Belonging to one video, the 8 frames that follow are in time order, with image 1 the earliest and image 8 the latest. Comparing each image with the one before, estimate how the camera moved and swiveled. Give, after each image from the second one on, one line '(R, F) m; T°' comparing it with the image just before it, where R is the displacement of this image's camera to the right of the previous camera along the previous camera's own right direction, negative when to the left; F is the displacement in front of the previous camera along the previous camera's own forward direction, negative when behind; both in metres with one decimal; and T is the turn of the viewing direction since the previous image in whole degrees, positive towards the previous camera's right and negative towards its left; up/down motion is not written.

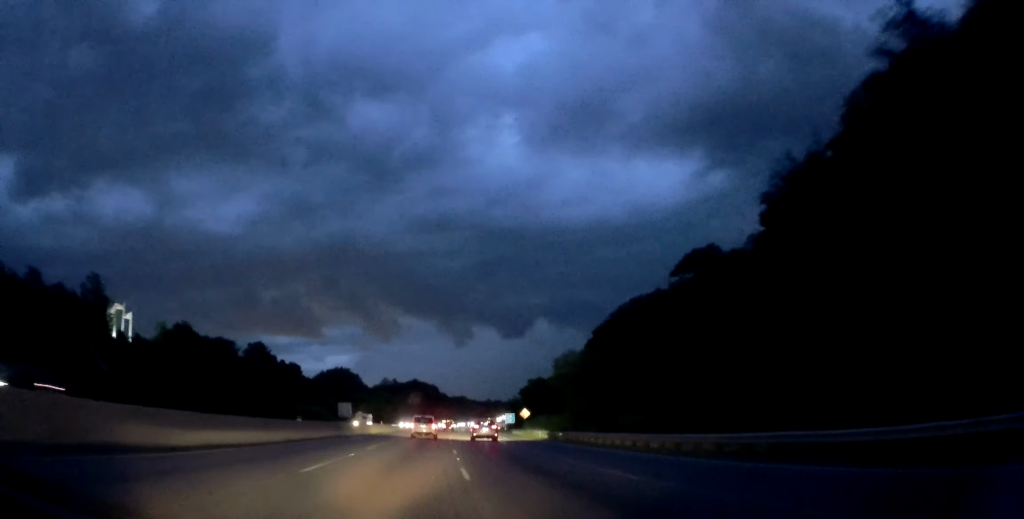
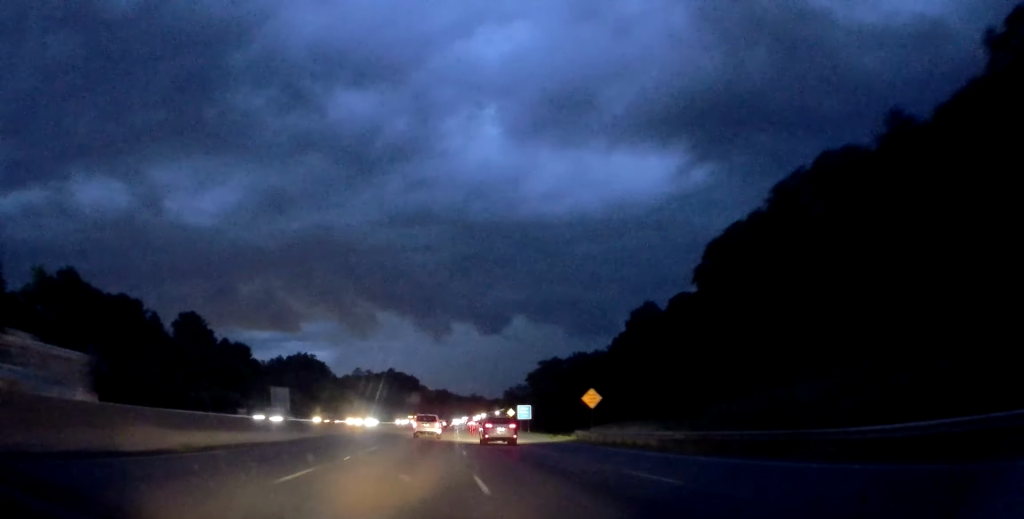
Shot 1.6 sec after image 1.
(+0.8, +50.6) m; +1°
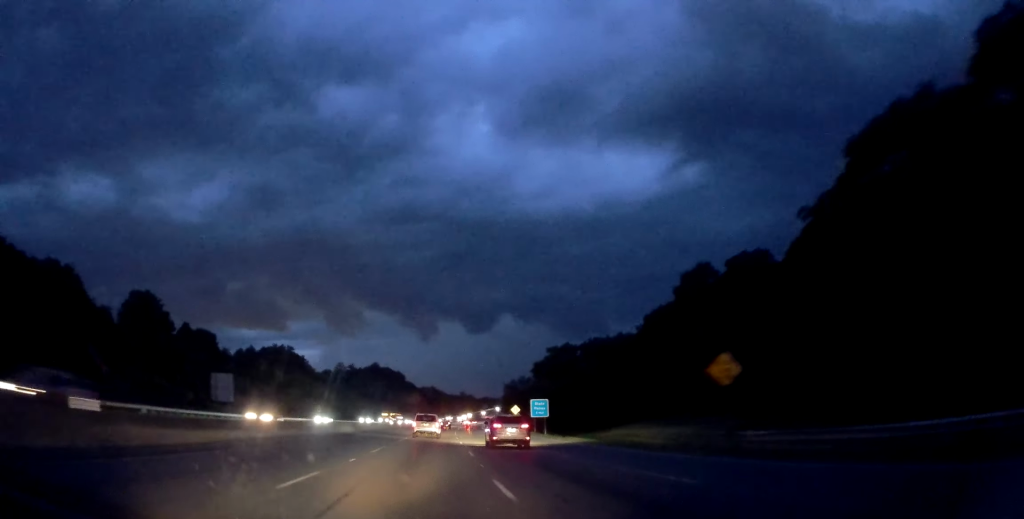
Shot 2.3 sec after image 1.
(-0.1, +24.7) m; 0°
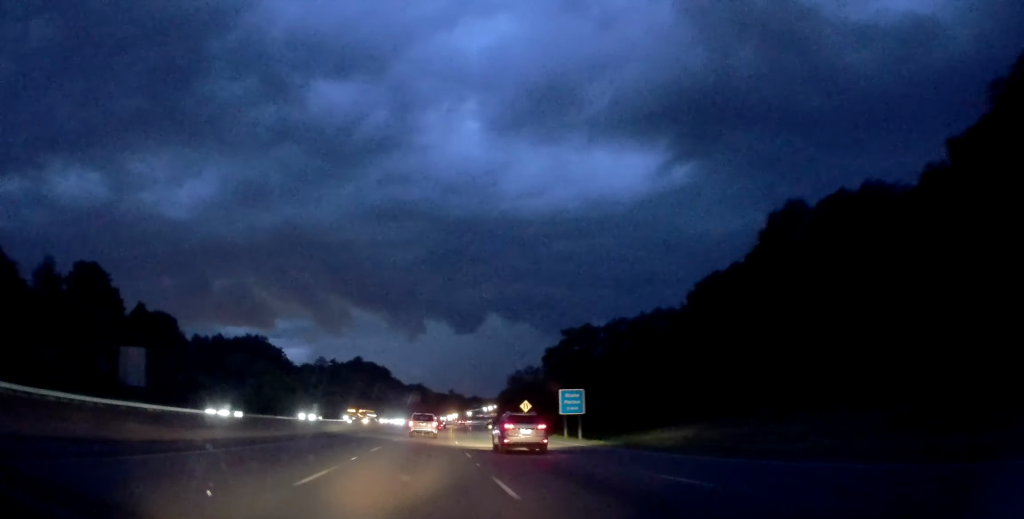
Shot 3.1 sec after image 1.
(+0.1, +23.6) m; +1°
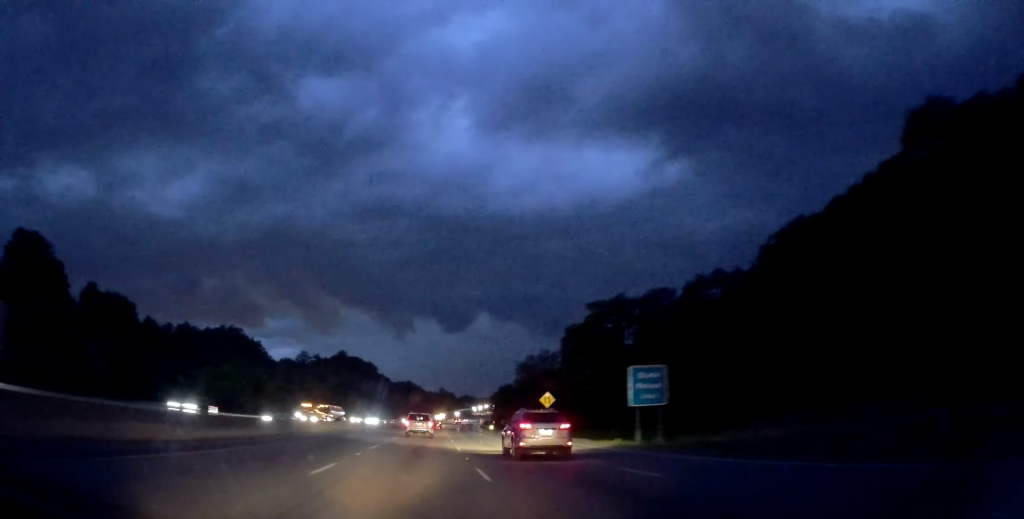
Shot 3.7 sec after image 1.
(+0.1, +21.4) m; +1°
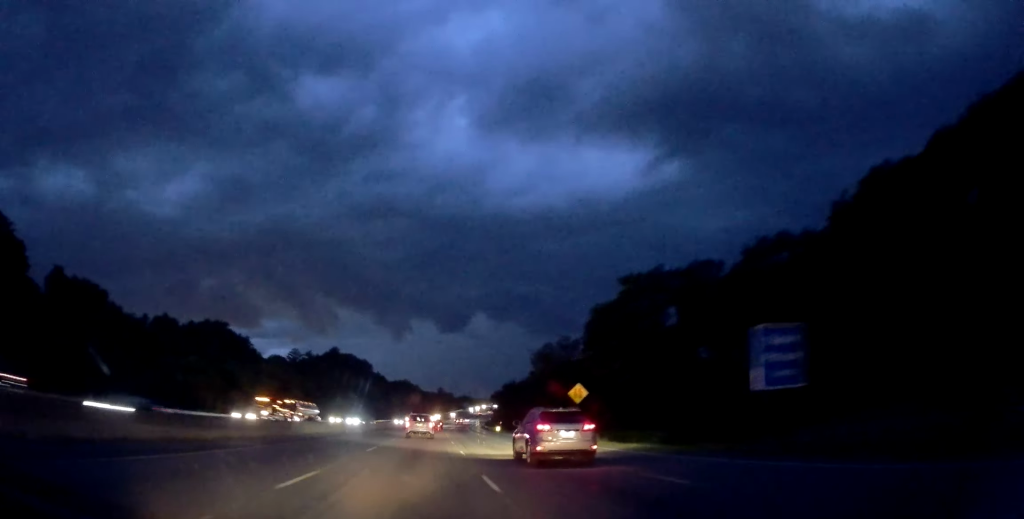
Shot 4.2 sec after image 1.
(+0.2, +13.9) m; +1°
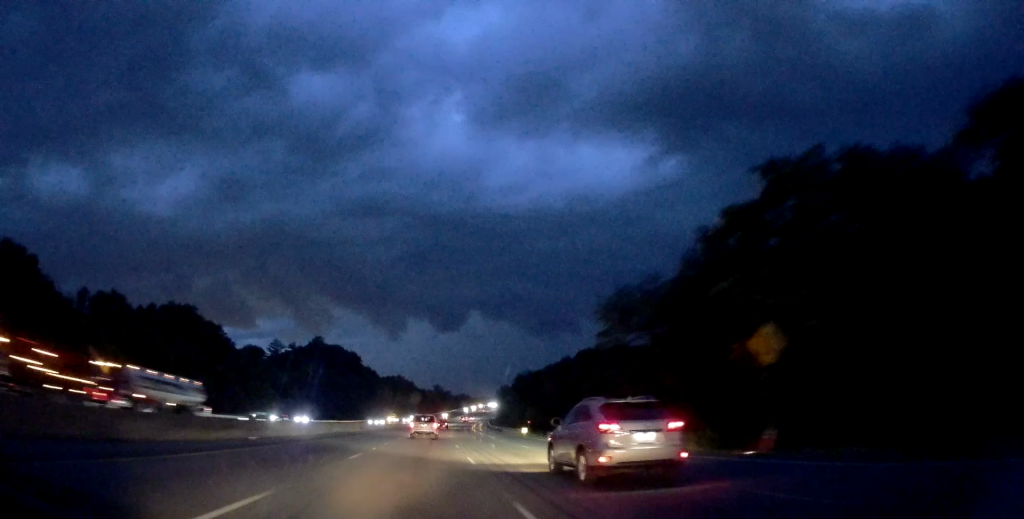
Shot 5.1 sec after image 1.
(+0.5, +28.9) m; +1°
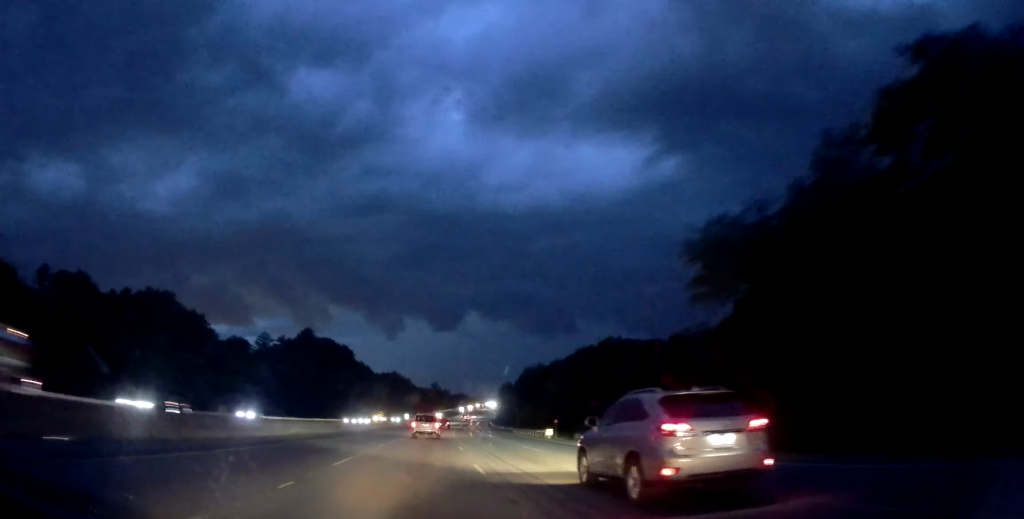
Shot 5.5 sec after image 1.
(+0.3, +15.0) m; 0°
